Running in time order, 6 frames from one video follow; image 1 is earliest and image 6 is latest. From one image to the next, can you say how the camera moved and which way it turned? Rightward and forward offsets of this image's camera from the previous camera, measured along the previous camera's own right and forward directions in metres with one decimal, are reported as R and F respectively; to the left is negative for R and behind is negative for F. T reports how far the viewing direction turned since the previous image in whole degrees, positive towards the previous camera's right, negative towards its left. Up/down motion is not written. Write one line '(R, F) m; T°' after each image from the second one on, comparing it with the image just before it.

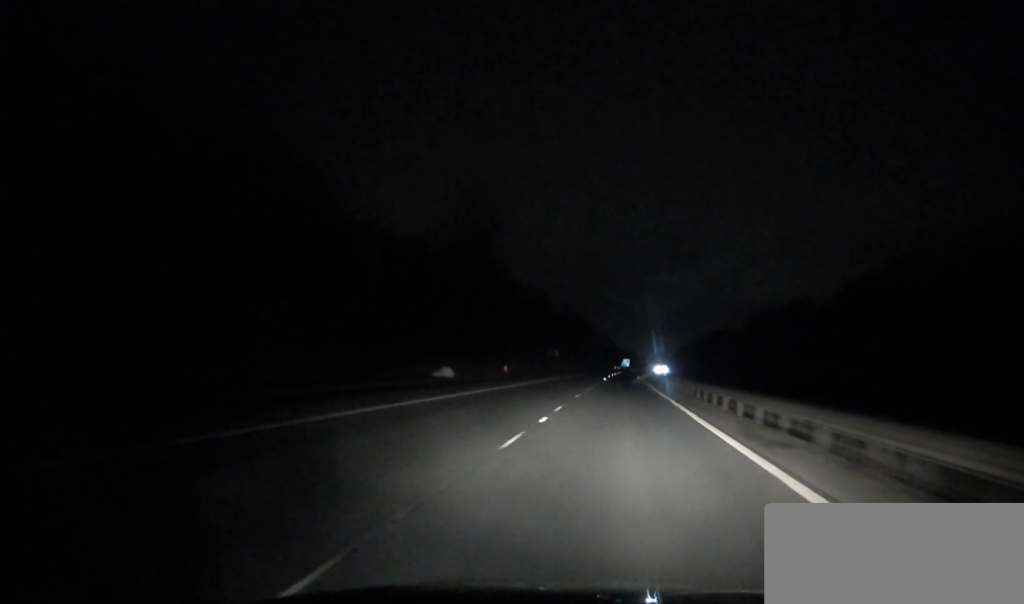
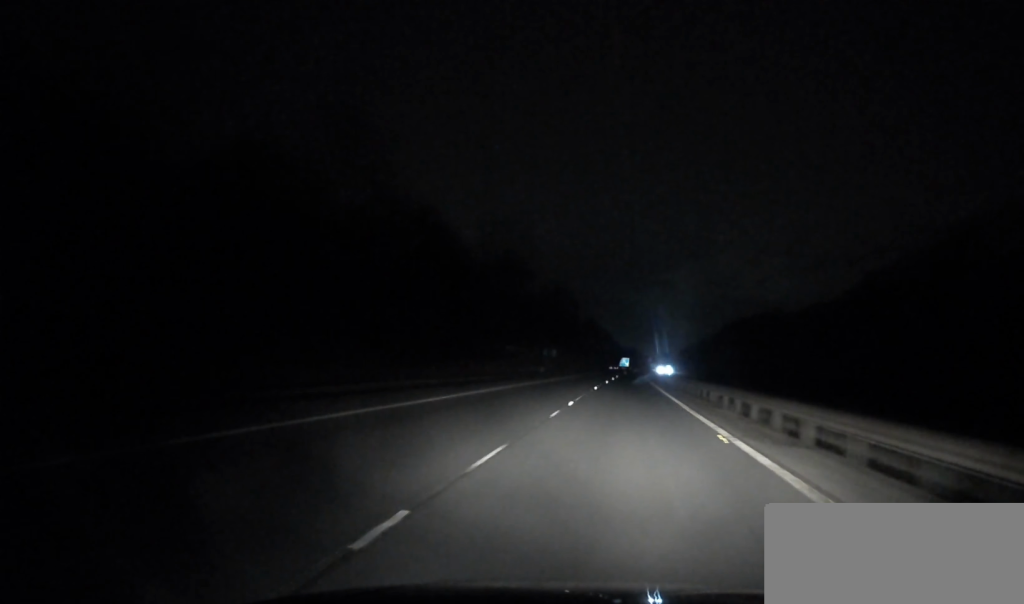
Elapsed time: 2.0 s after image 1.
(-0.1, +80.9) m; 0°
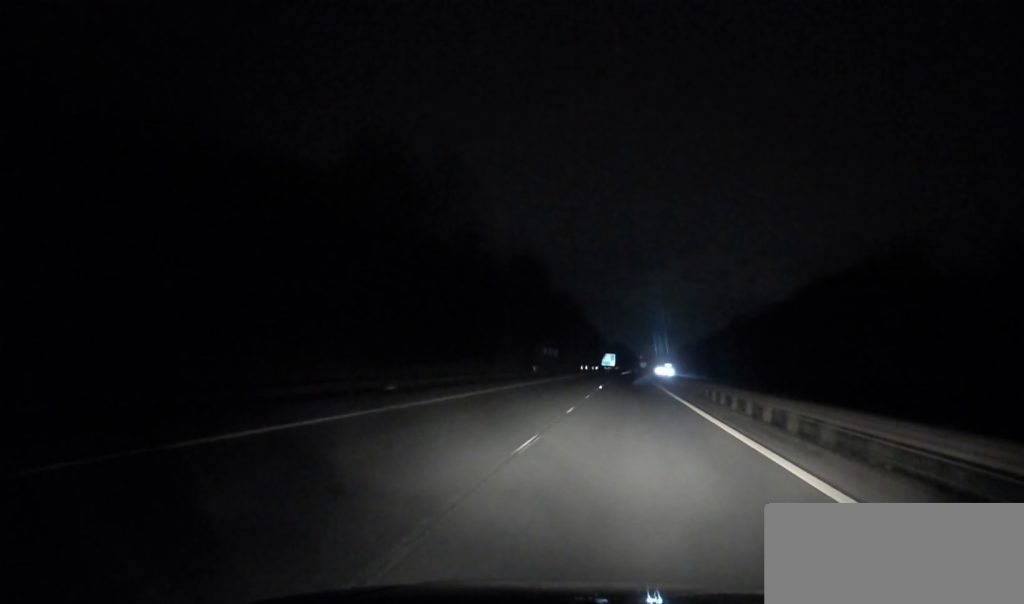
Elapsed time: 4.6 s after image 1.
(+1.1, +103.2) m; +1°
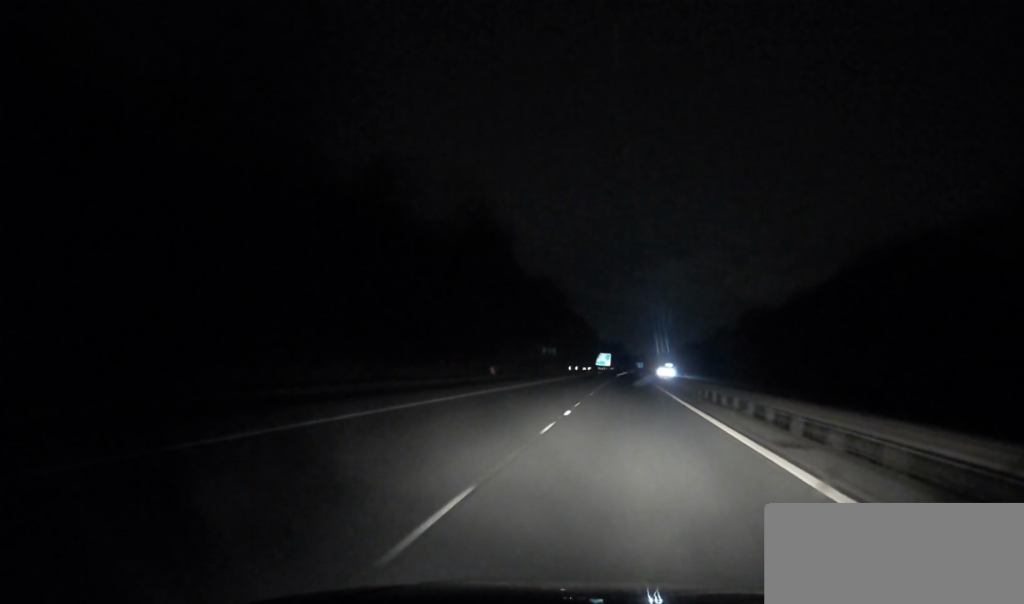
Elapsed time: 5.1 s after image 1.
(-0.1, +22.8) m; 0°
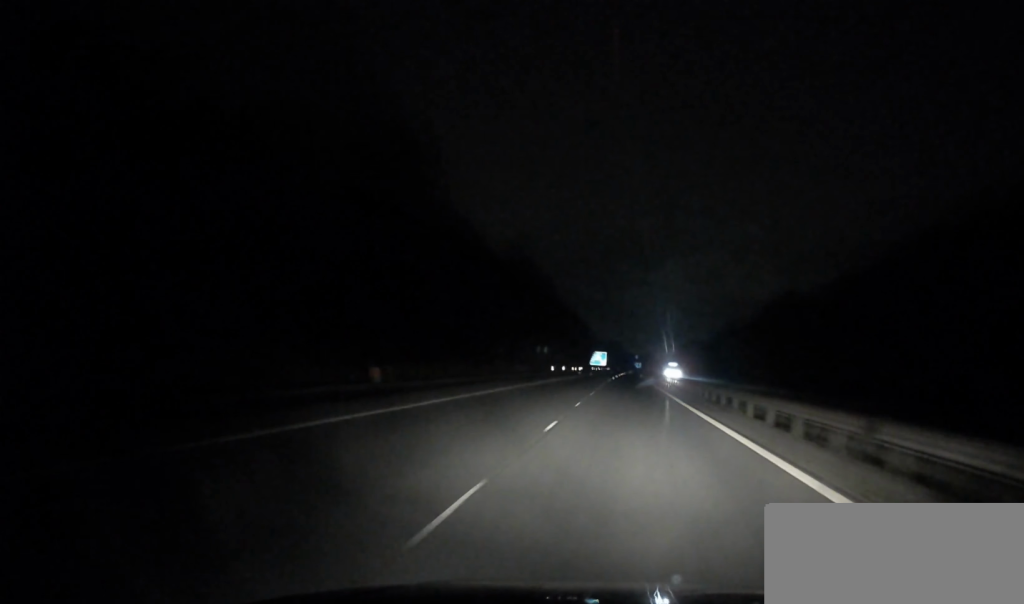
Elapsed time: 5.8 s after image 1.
(+0.3, +26.5) m; 0°
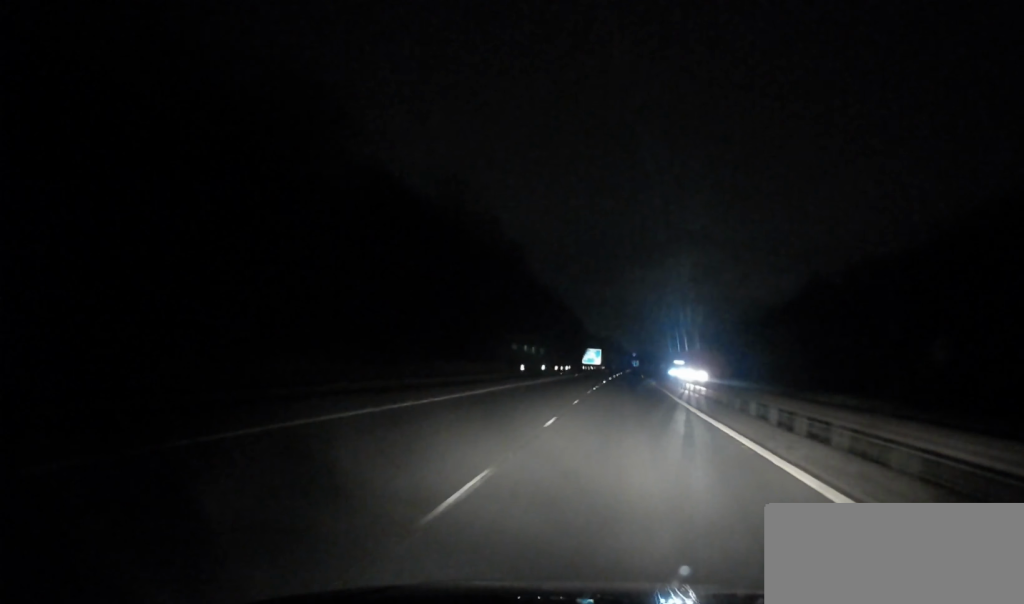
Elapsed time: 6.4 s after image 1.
(0.0, +25.3) m; 0°
